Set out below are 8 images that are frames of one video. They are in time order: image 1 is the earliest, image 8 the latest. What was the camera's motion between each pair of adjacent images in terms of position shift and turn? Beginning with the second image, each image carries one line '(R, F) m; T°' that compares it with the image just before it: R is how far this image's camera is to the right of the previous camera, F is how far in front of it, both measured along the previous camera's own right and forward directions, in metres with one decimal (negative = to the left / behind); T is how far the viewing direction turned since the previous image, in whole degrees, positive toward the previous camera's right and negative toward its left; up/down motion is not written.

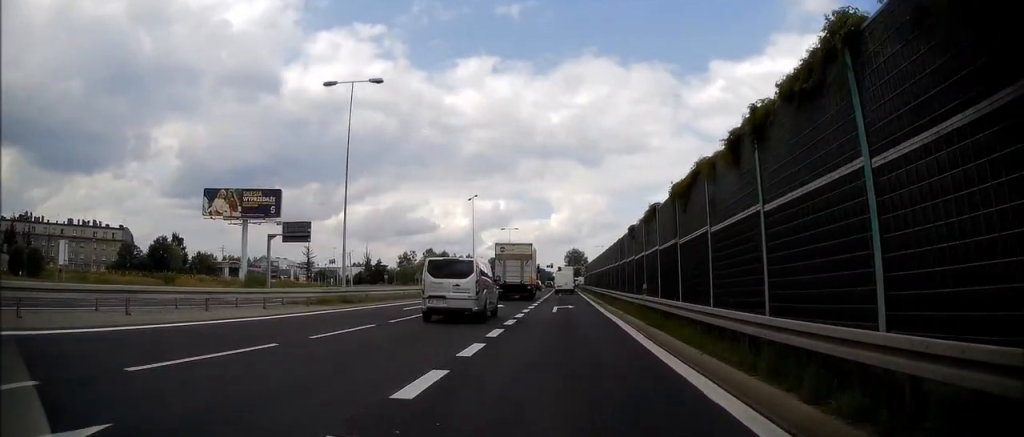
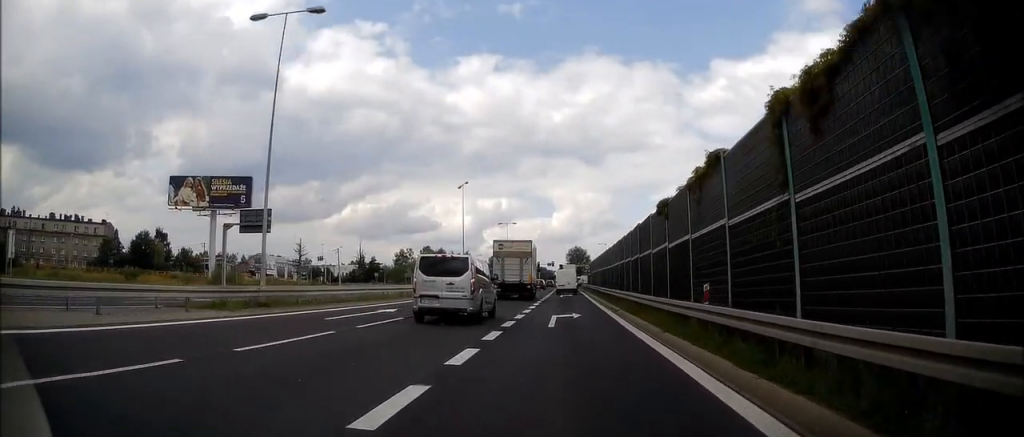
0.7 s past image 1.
(-0.1, +9.5) m; 0°
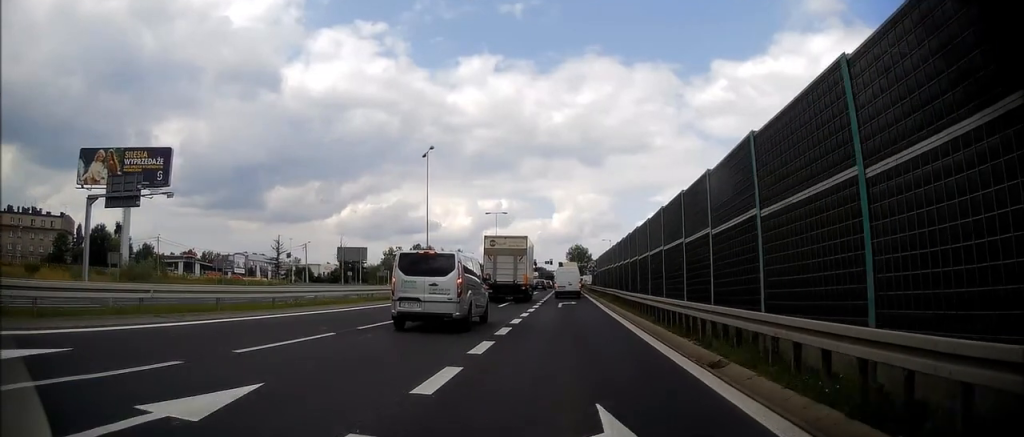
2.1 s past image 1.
(0.0, +18.1) m; 0°
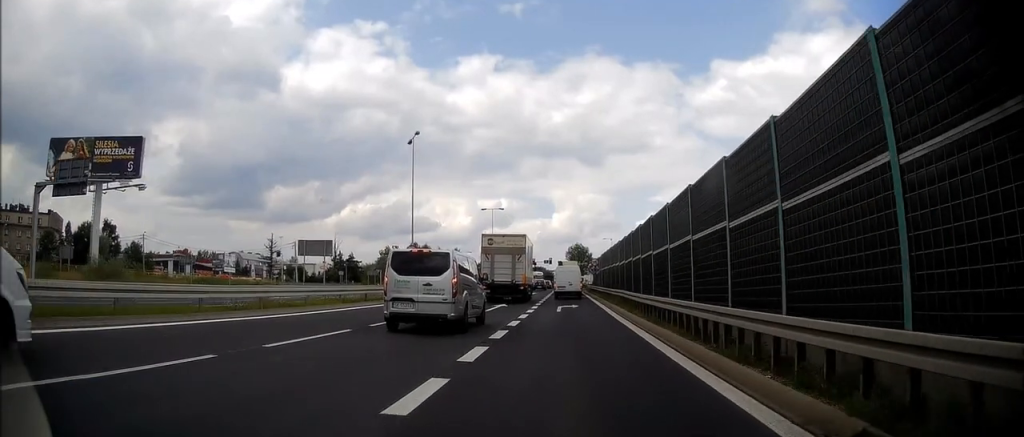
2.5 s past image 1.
(0.0, +5.0) m; 0°
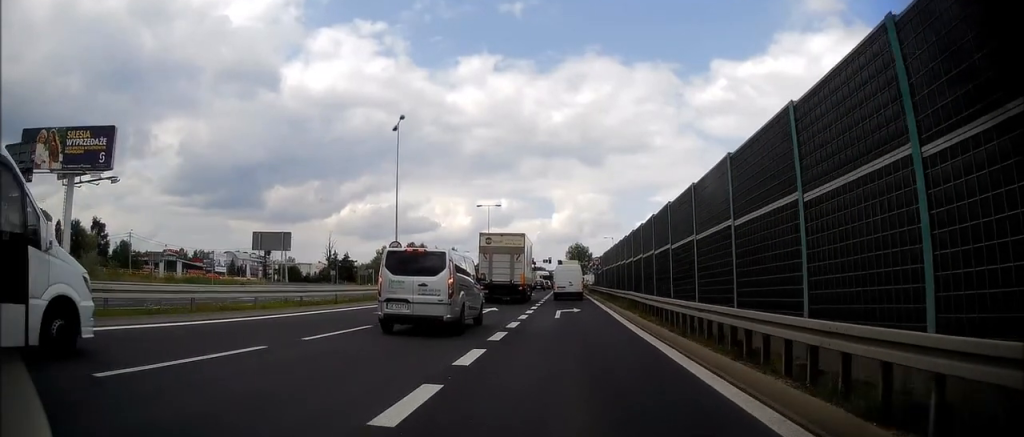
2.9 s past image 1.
(0.0, +4.4) m; 0°
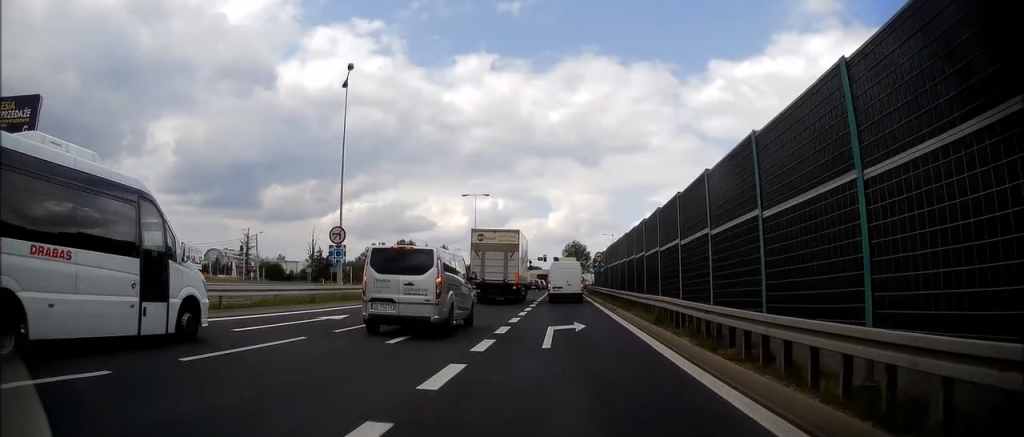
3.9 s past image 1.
(+0.1, +10.0) m; +1°
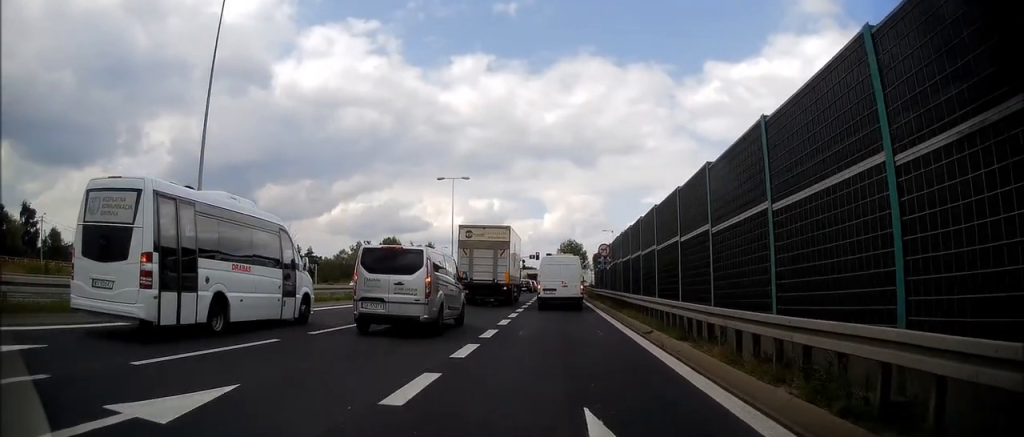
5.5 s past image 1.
(+0.2, +12.8) m; 0°
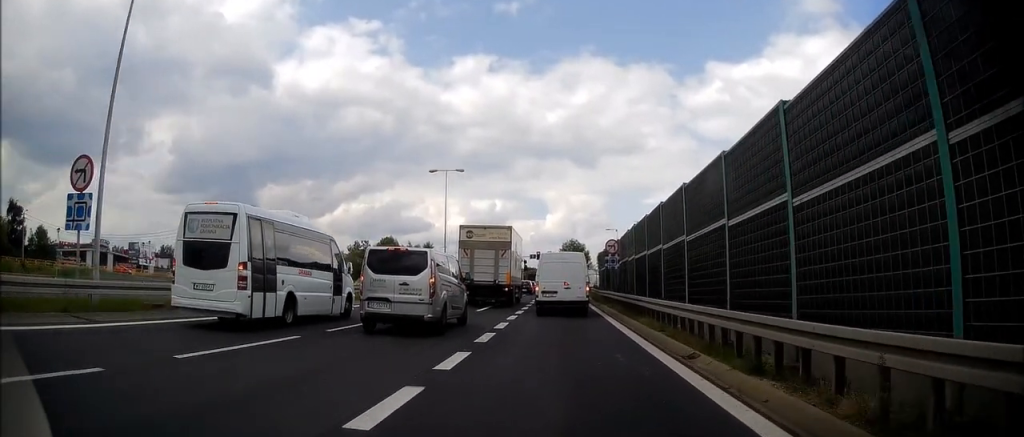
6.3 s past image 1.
(-0.1, +5.4) m; -2°
